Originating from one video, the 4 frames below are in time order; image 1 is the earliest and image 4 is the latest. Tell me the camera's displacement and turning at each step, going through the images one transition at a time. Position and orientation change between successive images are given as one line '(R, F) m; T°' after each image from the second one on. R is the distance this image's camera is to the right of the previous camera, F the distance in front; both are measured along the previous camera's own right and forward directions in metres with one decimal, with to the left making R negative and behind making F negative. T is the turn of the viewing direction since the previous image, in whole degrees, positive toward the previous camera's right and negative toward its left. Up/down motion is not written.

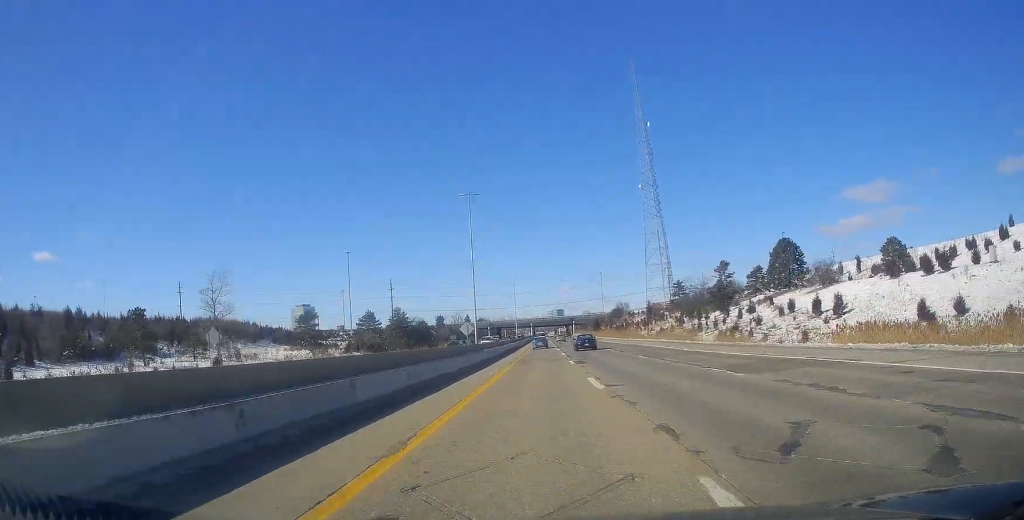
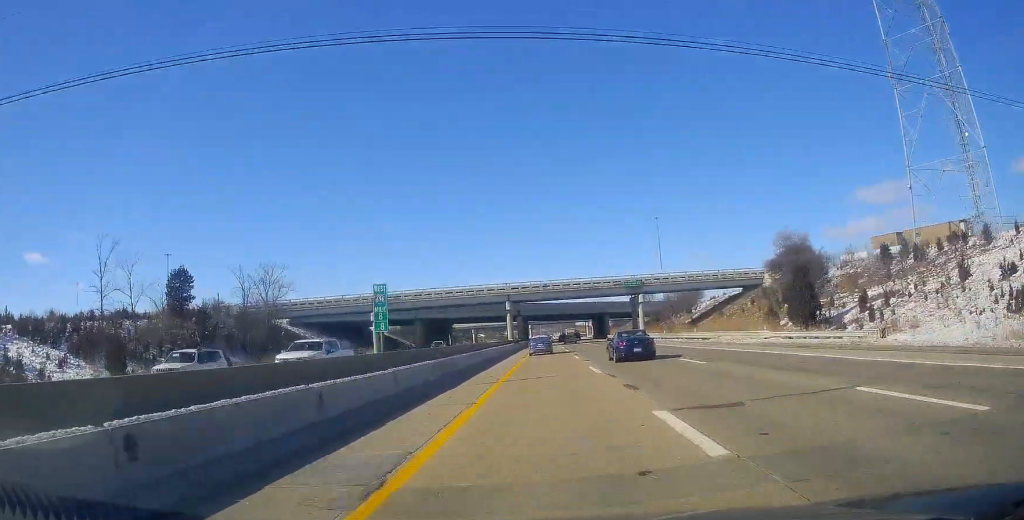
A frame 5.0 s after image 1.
(-1.5, +191.6) m; 0°
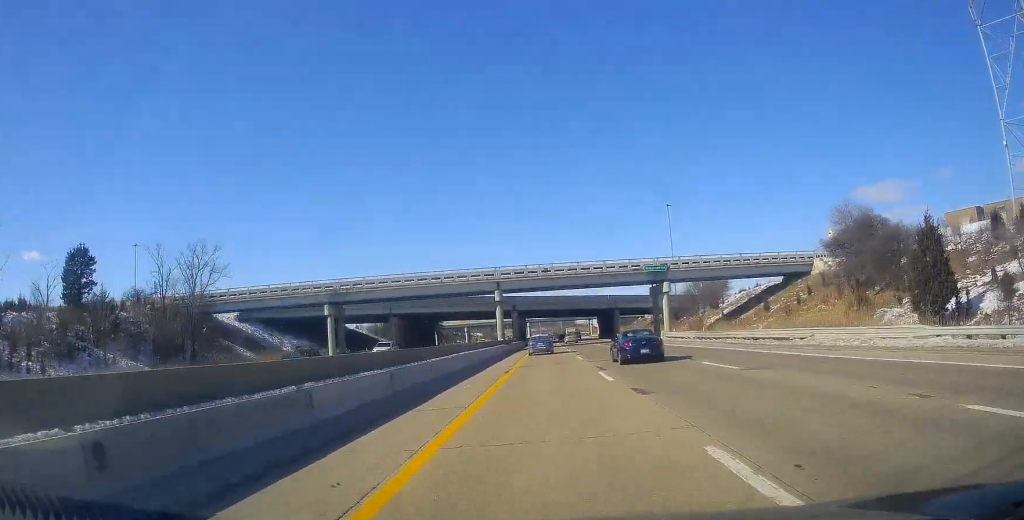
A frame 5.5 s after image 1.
(+0.1, +18.6) m; 0°
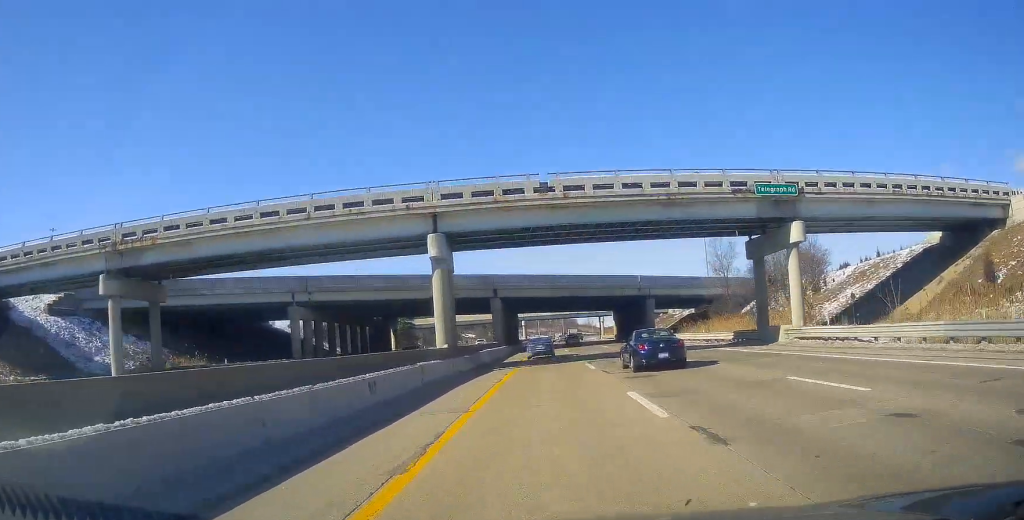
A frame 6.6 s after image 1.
(-0.4, +38.3) m; -1°
